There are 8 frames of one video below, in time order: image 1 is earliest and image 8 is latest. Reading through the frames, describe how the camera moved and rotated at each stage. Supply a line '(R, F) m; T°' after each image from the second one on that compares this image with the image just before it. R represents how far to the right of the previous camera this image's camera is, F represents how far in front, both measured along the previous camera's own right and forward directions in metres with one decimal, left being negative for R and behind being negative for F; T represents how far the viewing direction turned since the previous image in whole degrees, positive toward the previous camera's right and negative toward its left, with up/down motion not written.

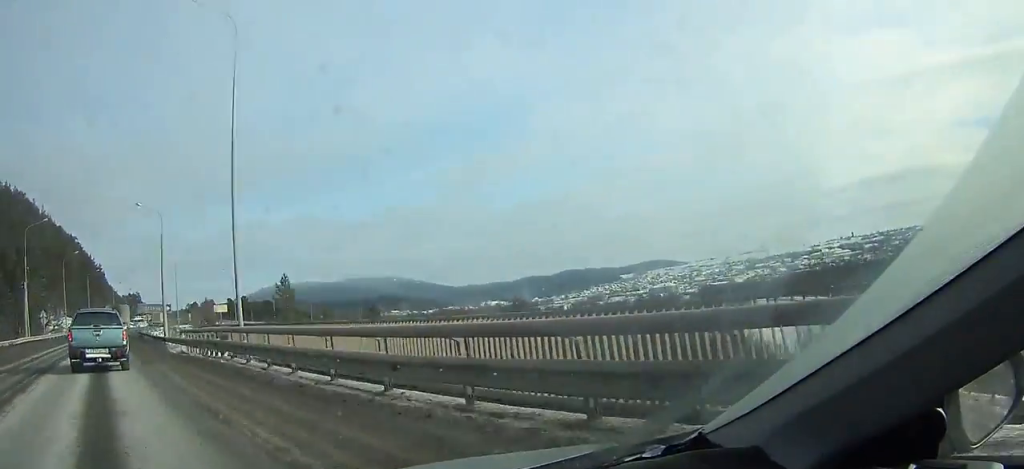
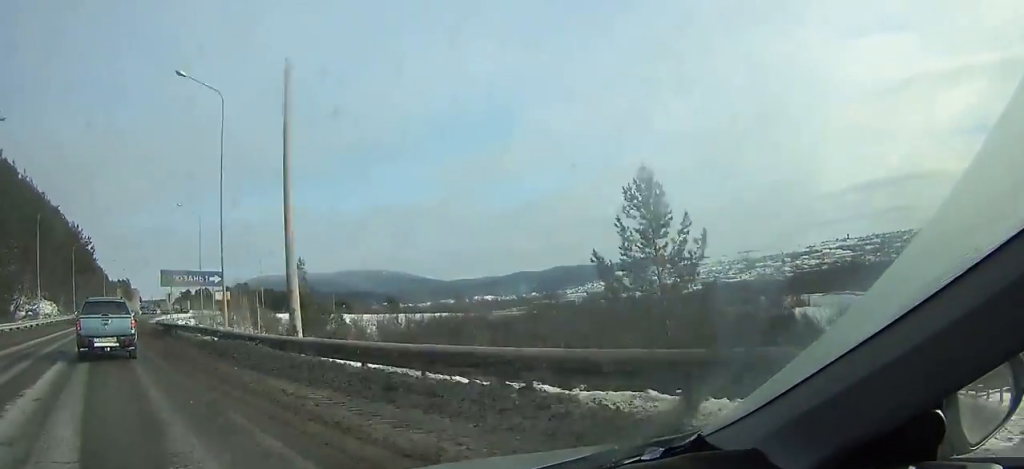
(+0.1, +29.6) m; +2°
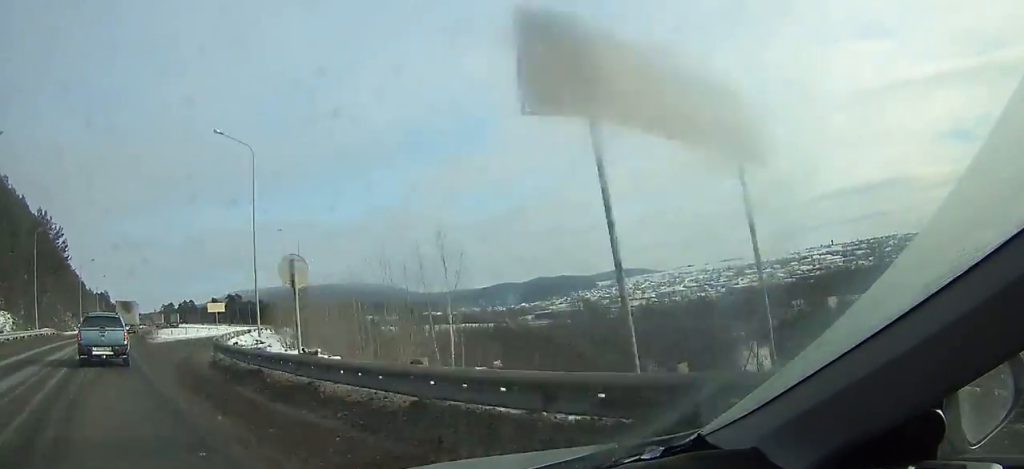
(+0.5, +31.4) m; +3°
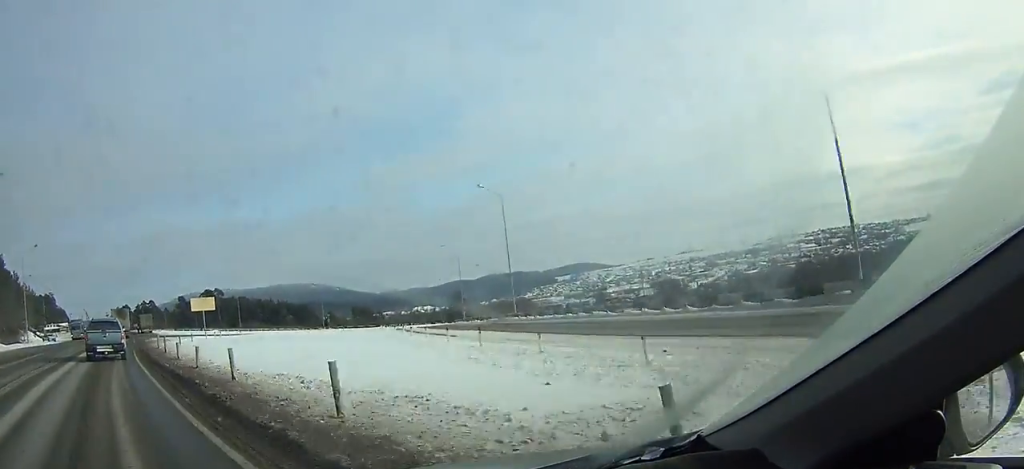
(+3.5, +62.5) m; +5°
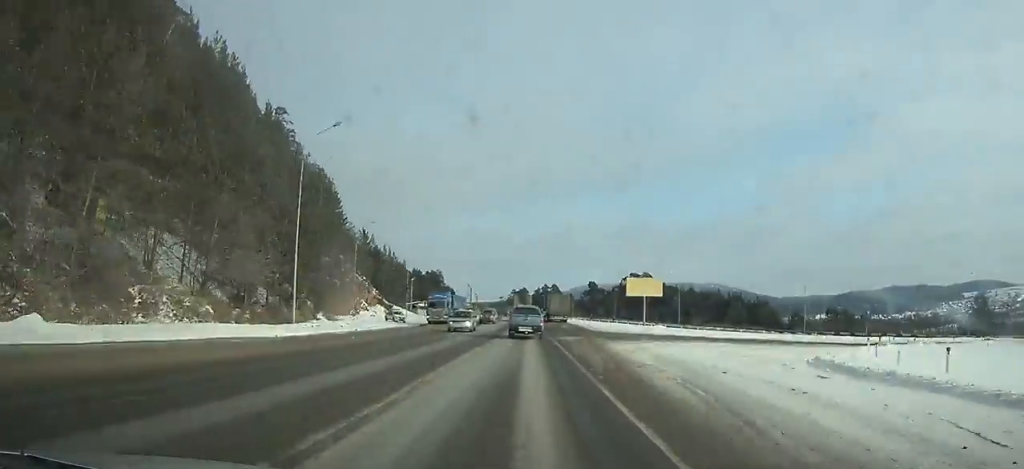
(+1.2, +47.9) m; +2°
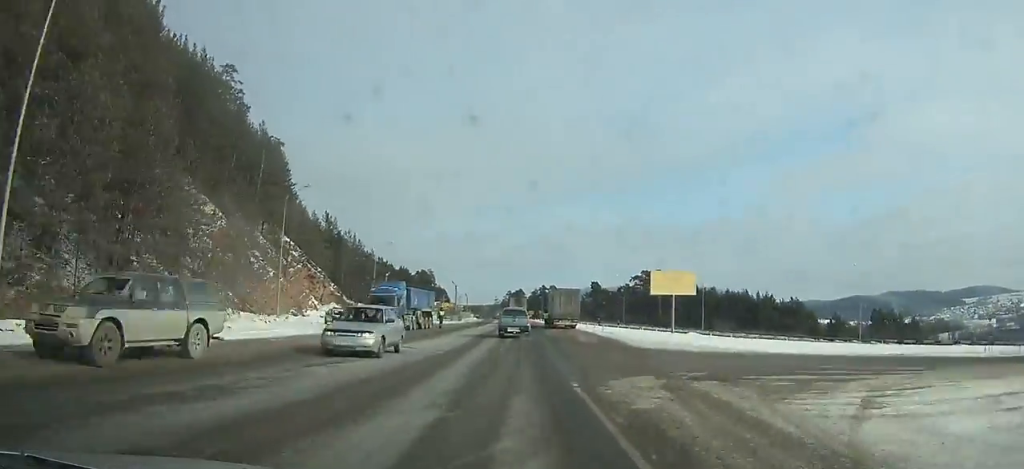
(+0.1, +22.6) m; -1°
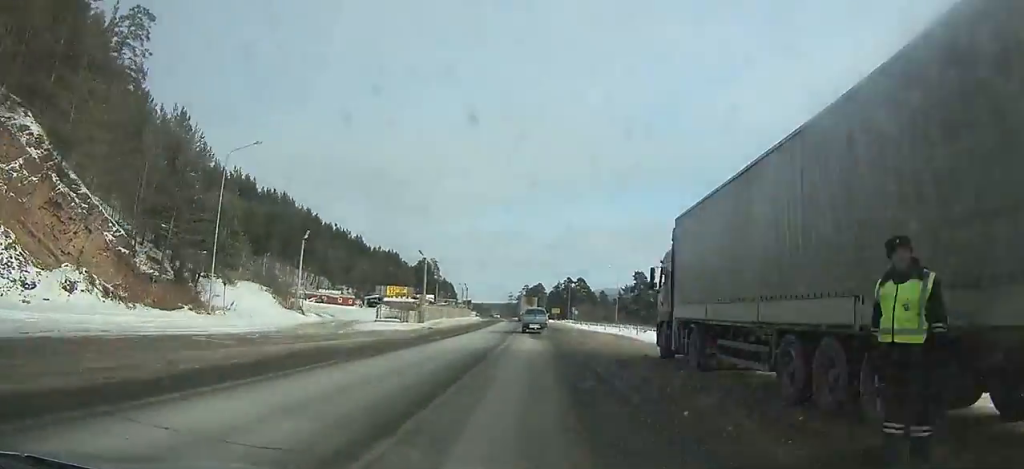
(-0.9, +54.9) m; -1°
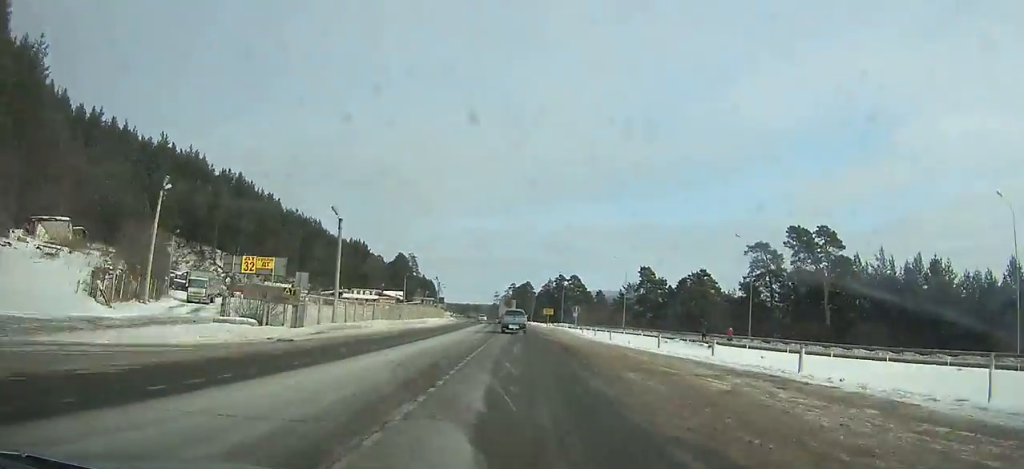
(+0.1, +27.2) m; 0°
